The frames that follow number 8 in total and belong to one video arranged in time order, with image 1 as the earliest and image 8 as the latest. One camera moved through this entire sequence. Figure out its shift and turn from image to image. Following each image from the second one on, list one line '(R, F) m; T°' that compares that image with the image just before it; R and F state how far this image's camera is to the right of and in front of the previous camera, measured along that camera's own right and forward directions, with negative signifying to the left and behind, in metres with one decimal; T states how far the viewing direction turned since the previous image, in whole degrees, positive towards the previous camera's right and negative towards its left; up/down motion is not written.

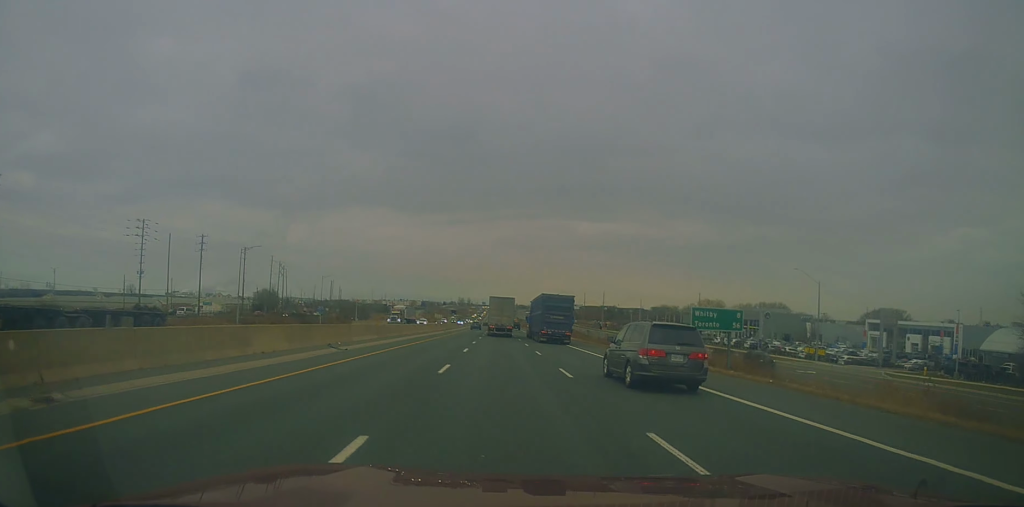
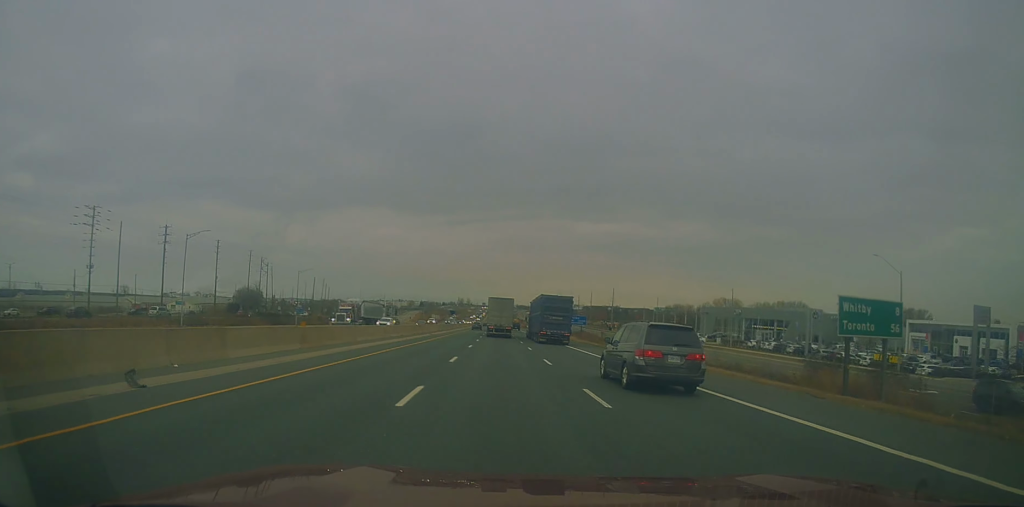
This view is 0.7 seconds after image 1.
(+0.4, +18.2) m; 0°
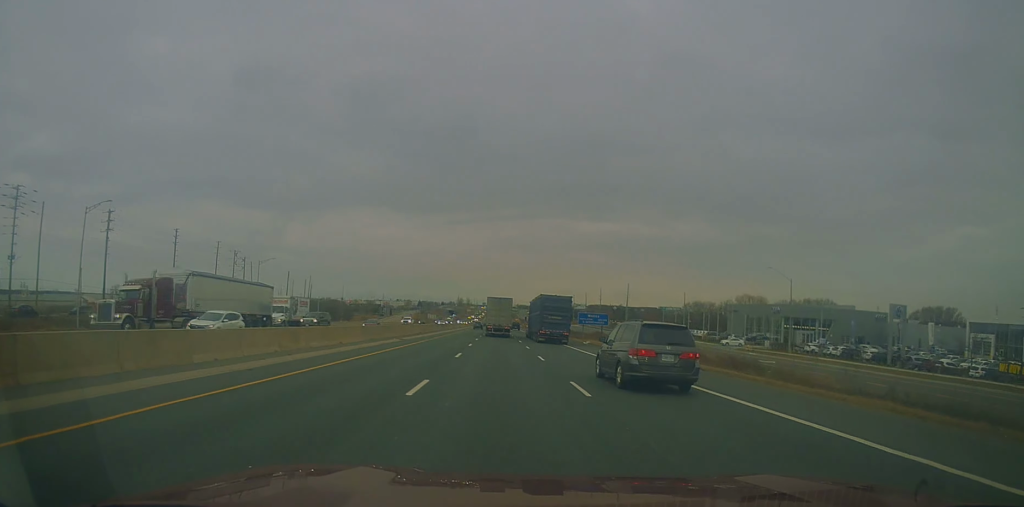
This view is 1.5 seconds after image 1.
(-0.3, +22.7) m; 0°
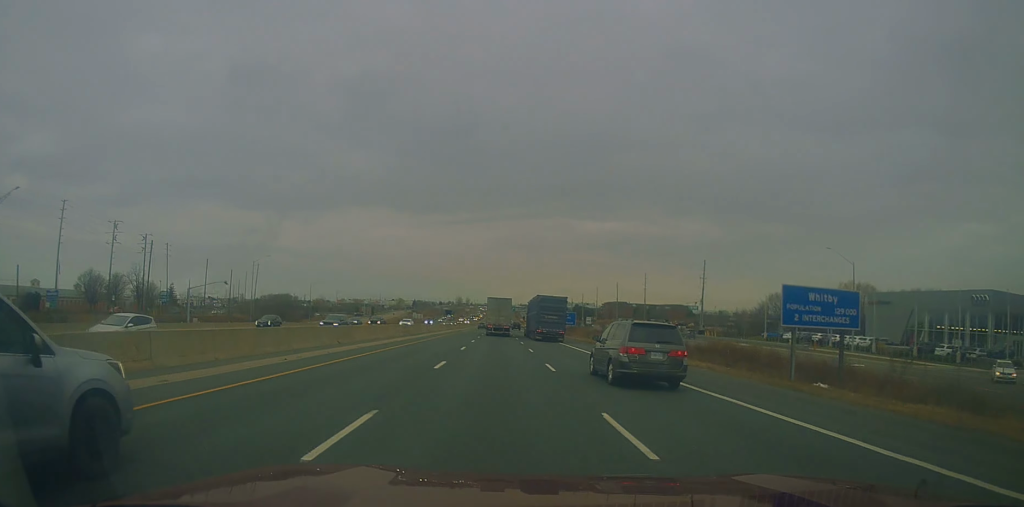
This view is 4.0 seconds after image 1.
(+1.1, +67.0) m; +1°
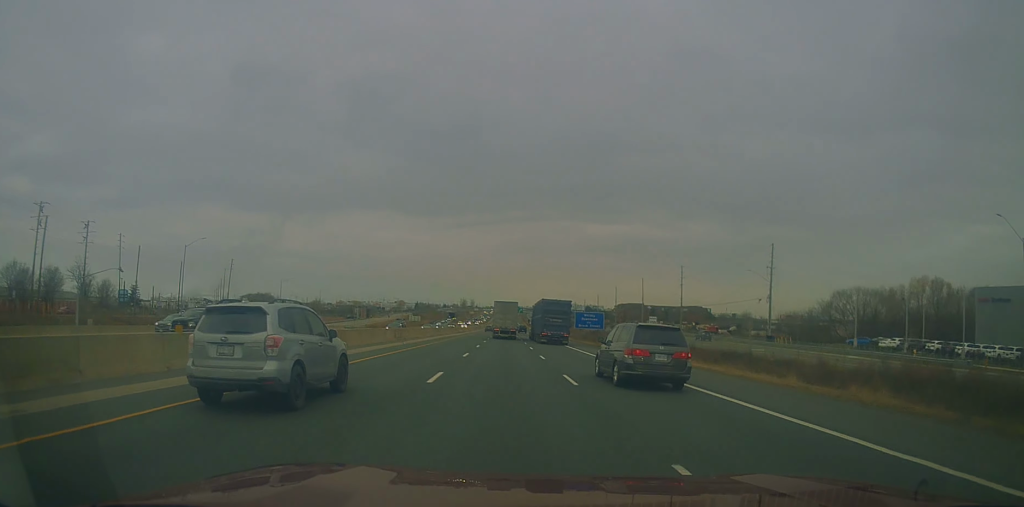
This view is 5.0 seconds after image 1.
(-0.3, +27.7) m; -1°
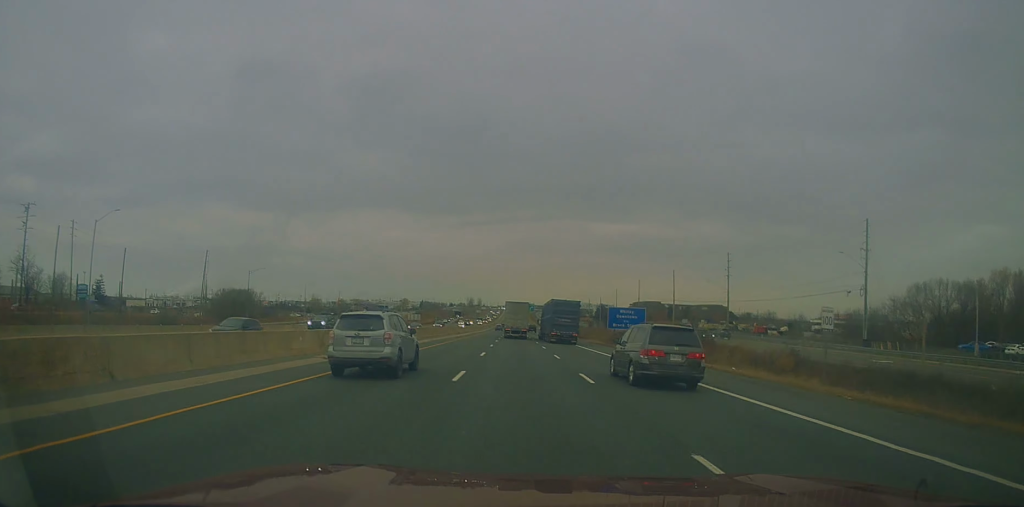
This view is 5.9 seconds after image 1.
(-0.3, +23.3) m; -1°
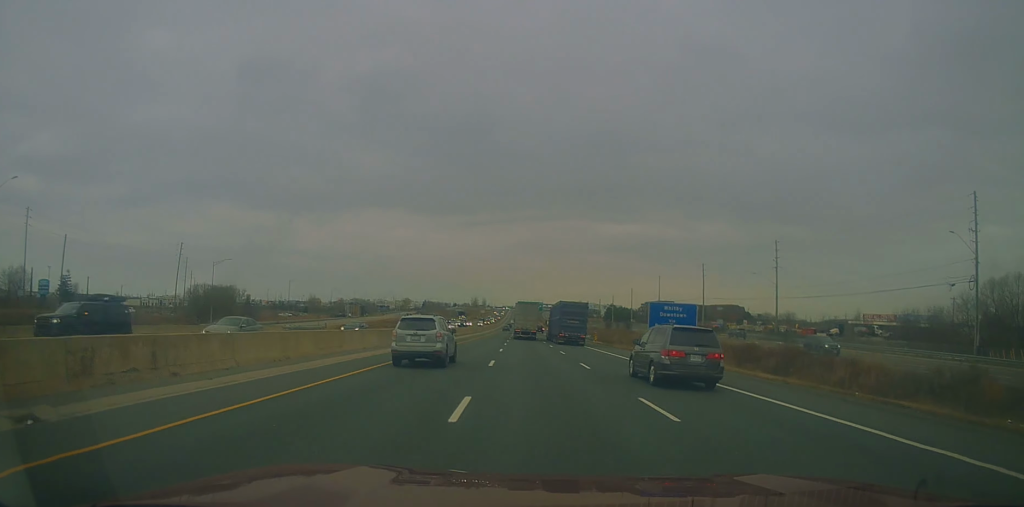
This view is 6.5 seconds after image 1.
(0.0, +18.2) m; 0°
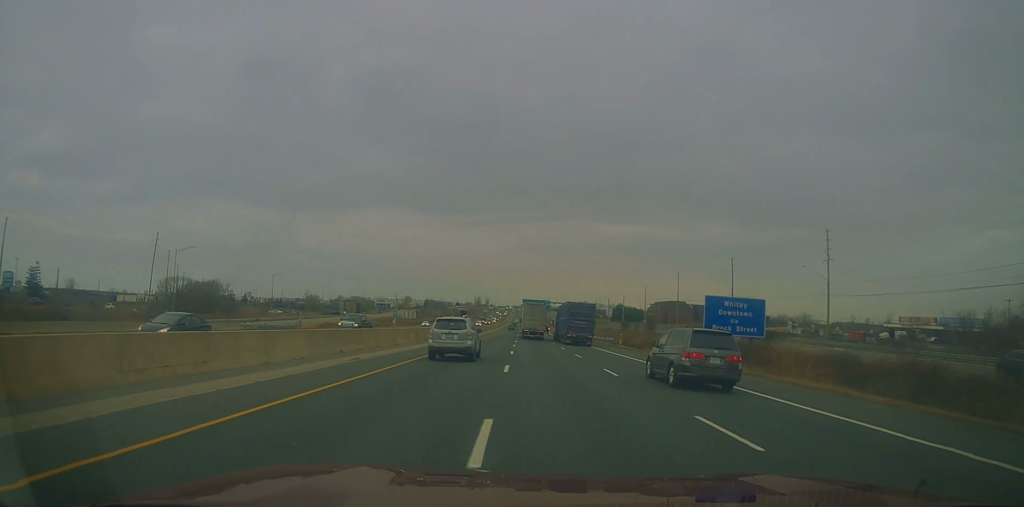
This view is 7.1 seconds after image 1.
(0.0, +14.7) m; 0°
